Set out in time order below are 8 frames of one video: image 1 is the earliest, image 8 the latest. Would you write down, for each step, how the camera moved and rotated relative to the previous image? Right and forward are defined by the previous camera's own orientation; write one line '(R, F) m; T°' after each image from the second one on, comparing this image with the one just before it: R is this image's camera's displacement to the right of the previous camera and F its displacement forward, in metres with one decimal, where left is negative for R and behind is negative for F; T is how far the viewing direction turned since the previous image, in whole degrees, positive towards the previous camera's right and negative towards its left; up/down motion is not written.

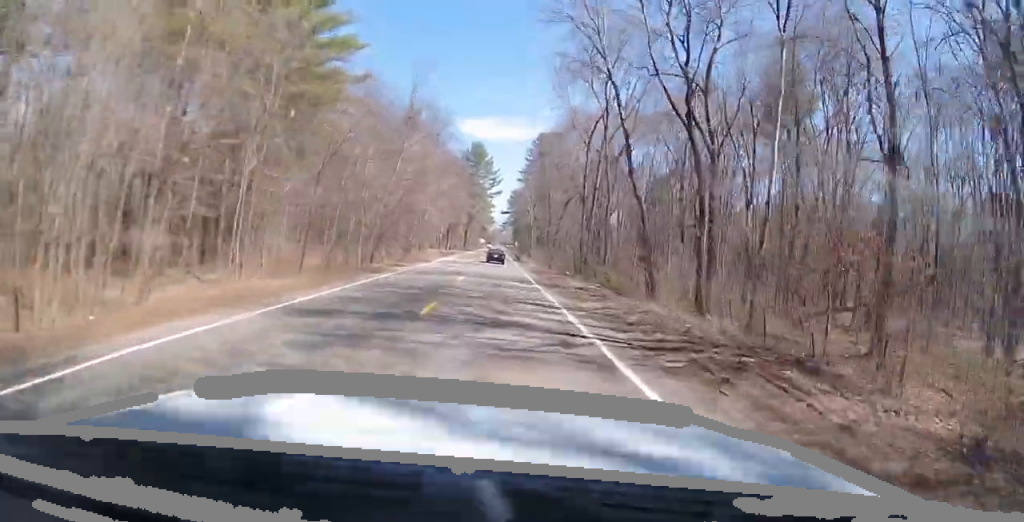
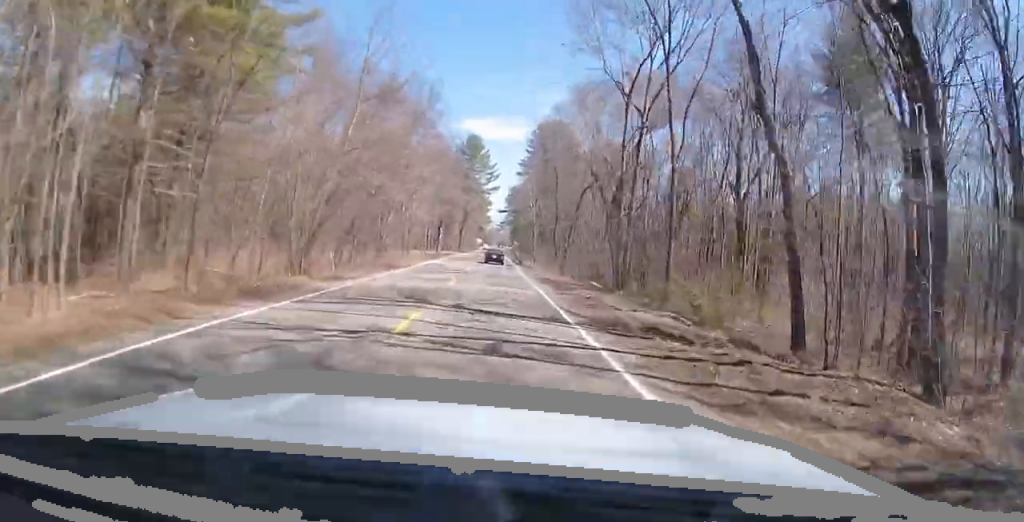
(+0.2, +14.9) m; +1°
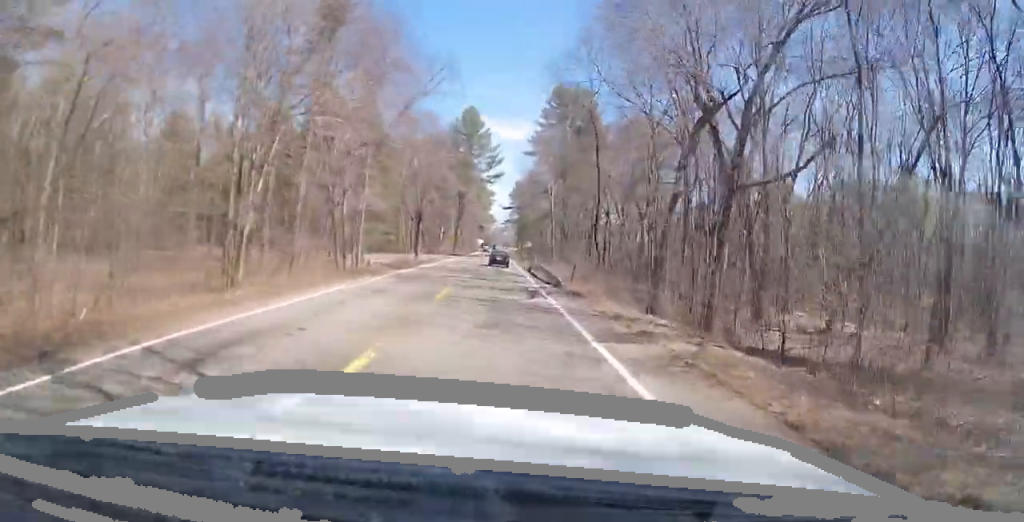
(-0.3, +30.0) m; -2°
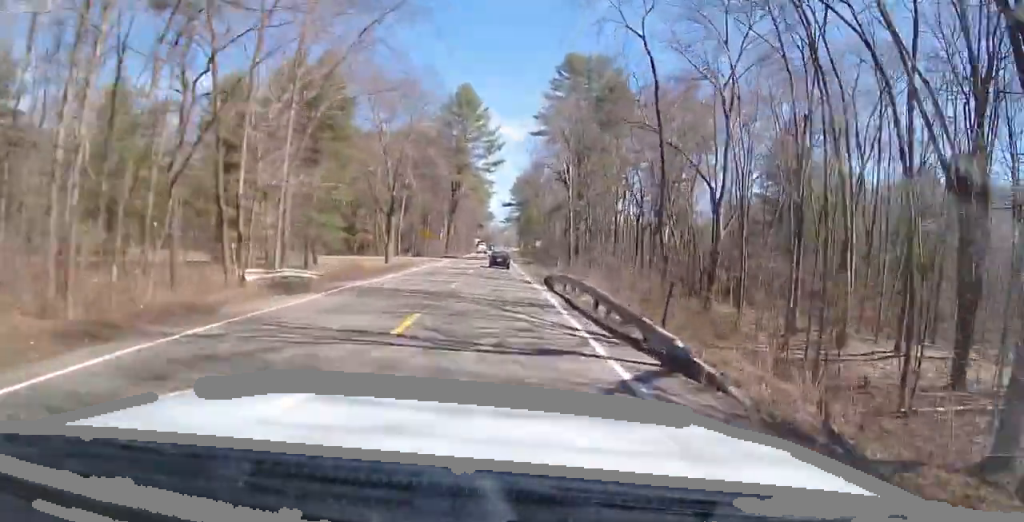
(-0.3, +19.0) m; 0°
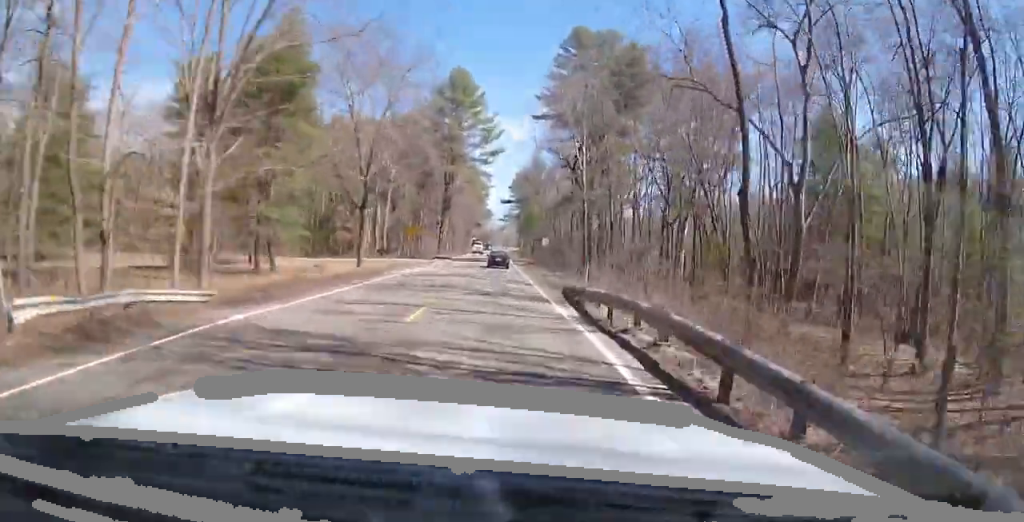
(+0.2, +10.3) m; +1°
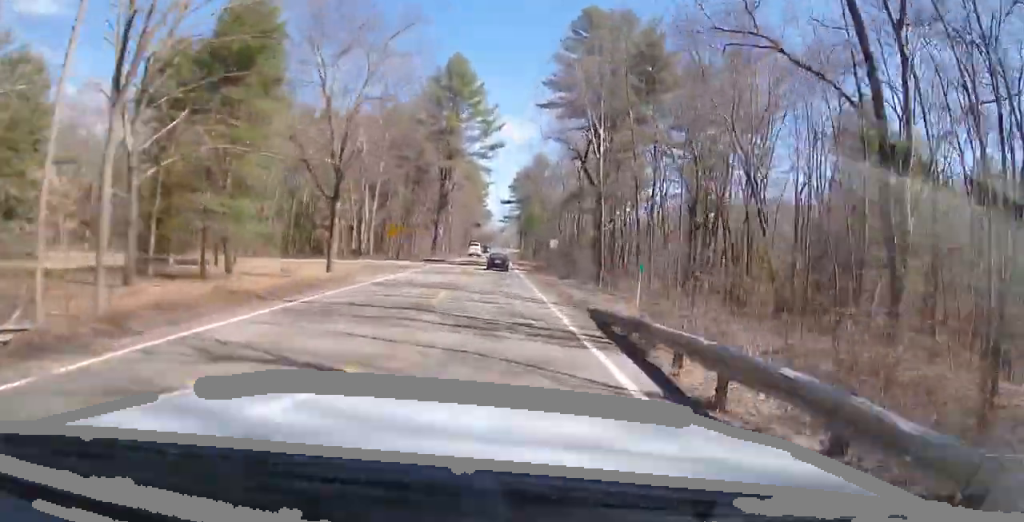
(+0.1, +7.7) m; 0°
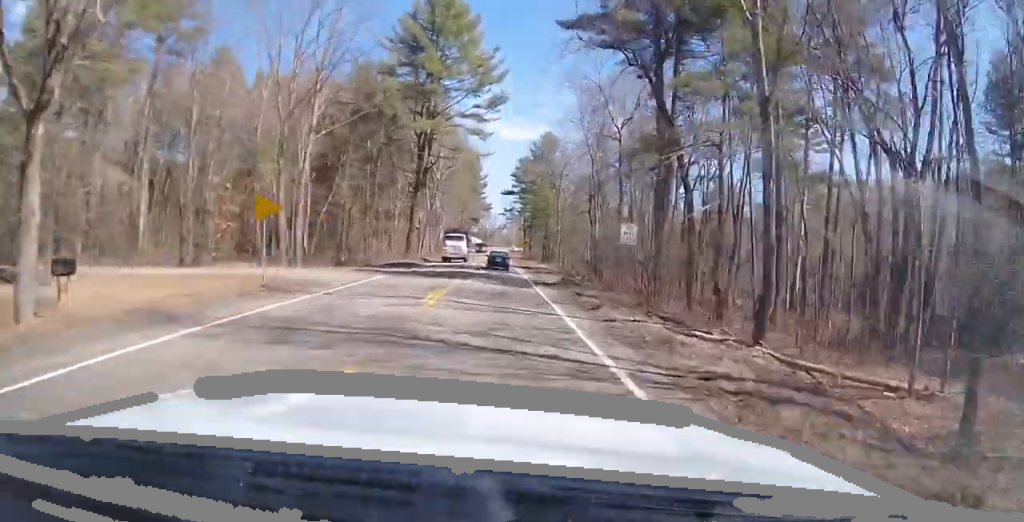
(-0.1, +25.6) m; -1°
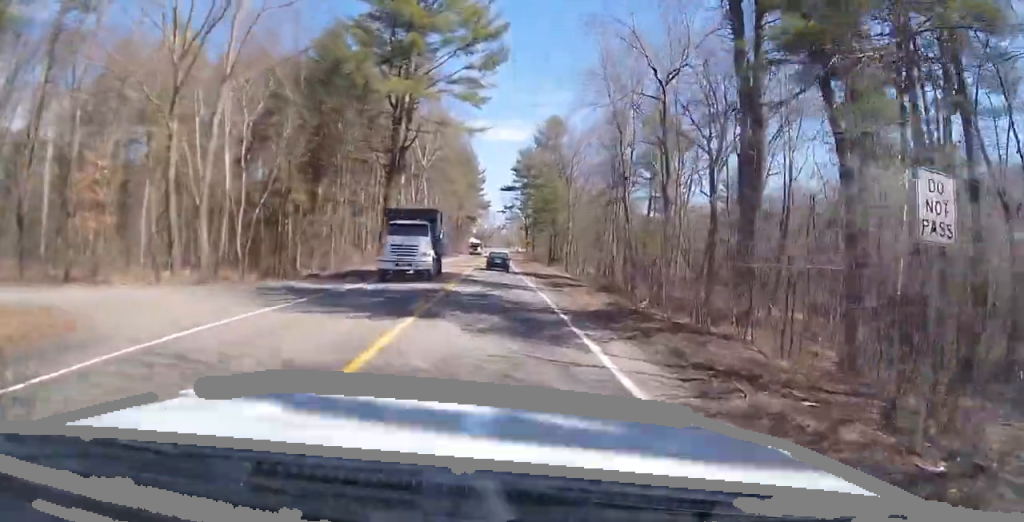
(-0.1, +14.8) m; 0°
